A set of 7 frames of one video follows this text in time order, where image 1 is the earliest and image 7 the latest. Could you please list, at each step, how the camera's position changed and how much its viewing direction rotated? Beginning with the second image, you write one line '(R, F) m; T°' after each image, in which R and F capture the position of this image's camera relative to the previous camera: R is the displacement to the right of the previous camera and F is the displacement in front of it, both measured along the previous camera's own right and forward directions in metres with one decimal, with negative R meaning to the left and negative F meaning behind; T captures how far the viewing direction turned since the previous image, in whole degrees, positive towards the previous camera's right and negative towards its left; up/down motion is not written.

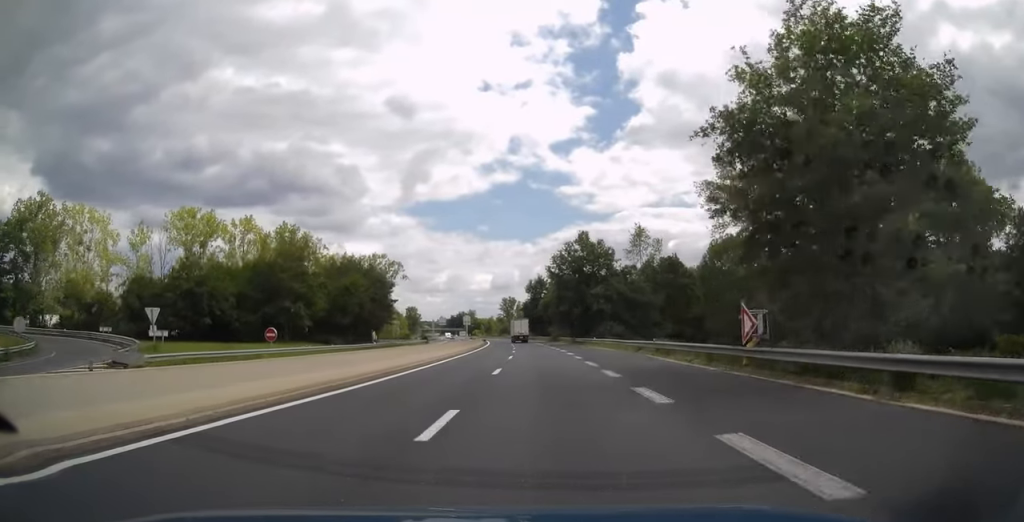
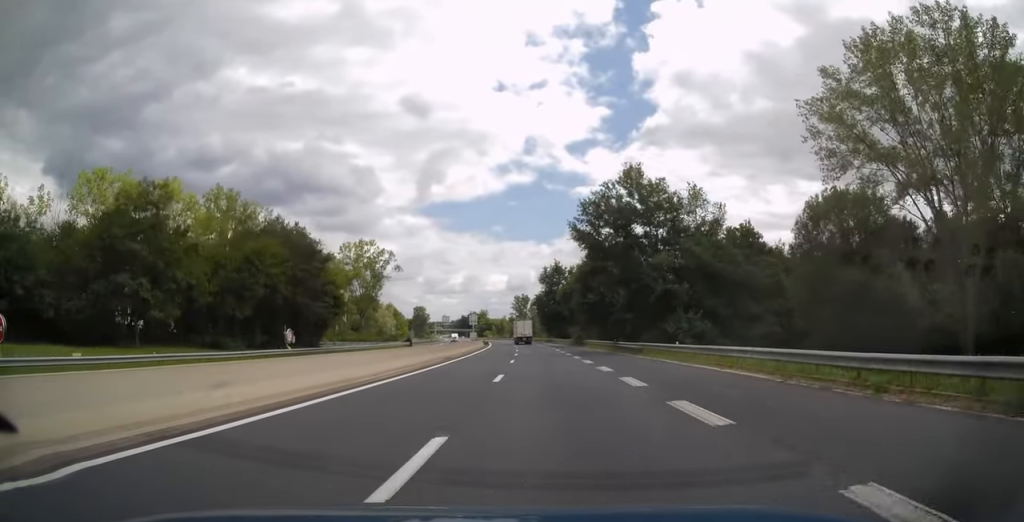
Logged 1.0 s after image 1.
(-0.4, +29.6) m; -1°
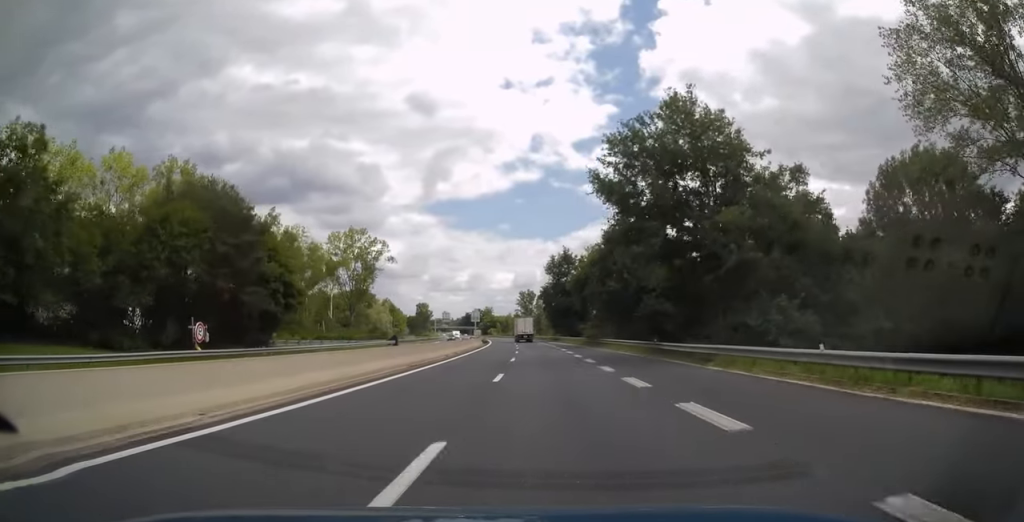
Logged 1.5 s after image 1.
(-0.1, +13.8) m; -1°
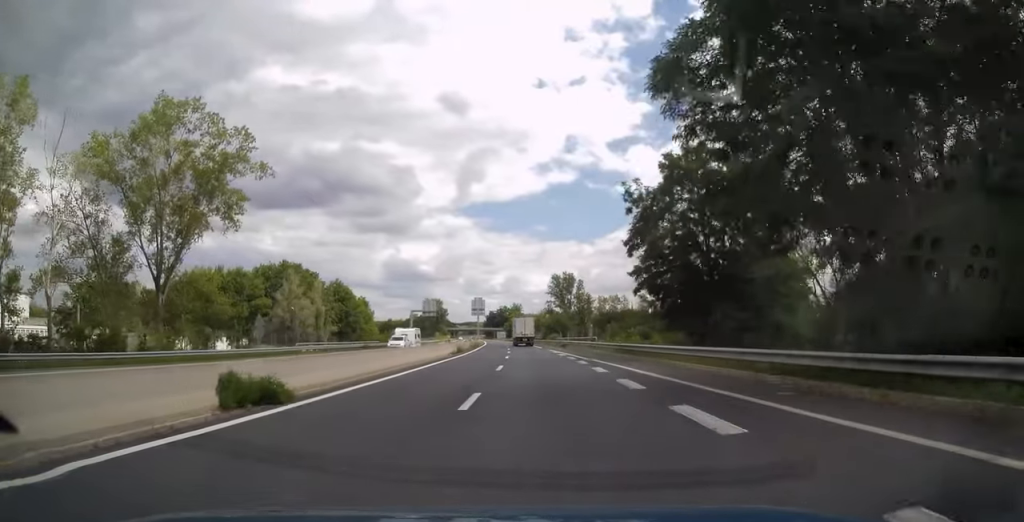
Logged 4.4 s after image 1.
(-2.4, +87.2) m; -3°
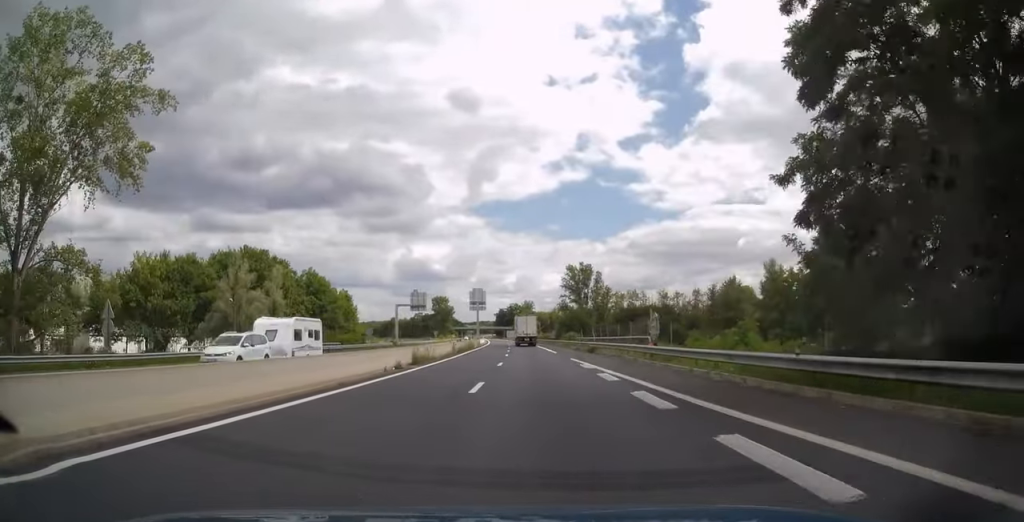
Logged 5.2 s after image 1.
(0.0, +23.2) m; -1°
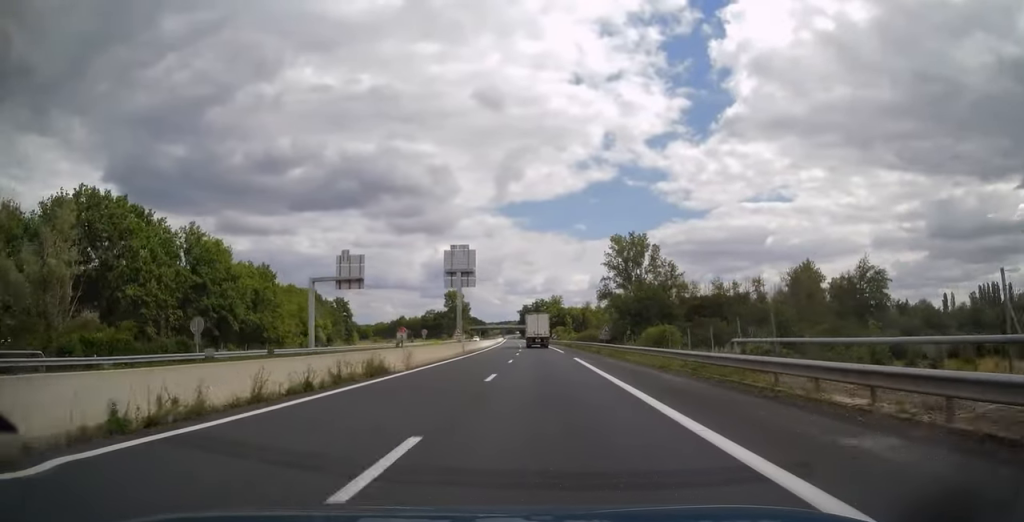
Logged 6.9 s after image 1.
(-1.2, +50.5) m; -2°
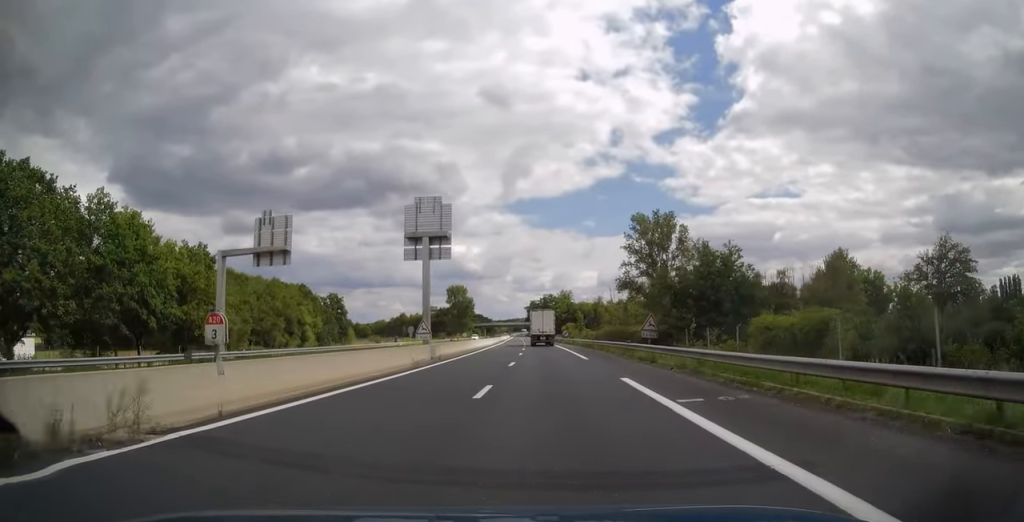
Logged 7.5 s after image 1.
(-0.1, +18.8) m; -1°
